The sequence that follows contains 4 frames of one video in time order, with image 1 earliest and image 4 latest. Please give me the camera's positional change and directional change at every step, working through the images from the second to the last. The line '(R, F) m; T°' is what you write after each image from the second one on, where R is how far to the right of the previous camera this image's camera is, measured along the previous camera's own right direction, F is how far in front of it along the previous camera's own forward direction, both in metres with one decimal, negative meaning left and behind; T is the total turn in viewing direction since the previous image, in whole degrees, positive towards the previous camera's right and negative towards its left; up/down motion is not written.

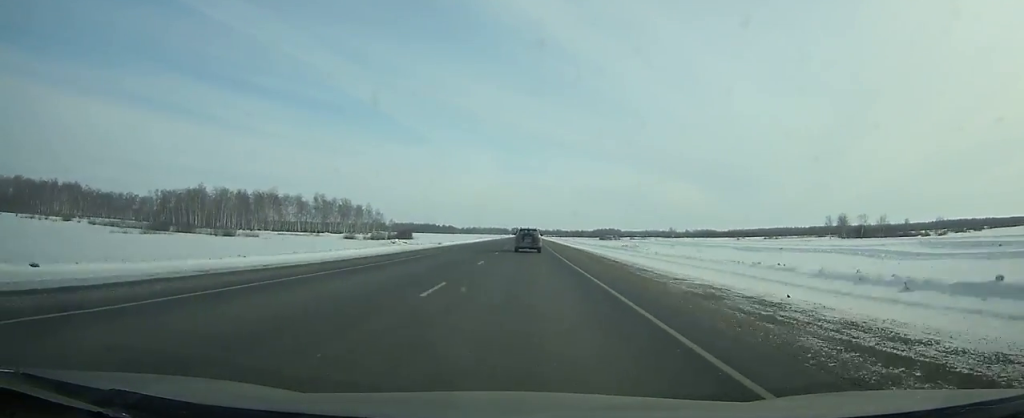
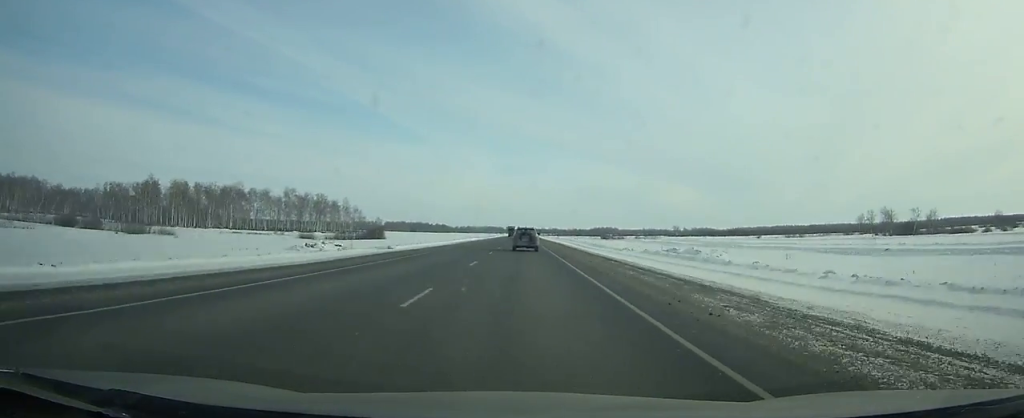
(+0.1, +37.5) m; 0°
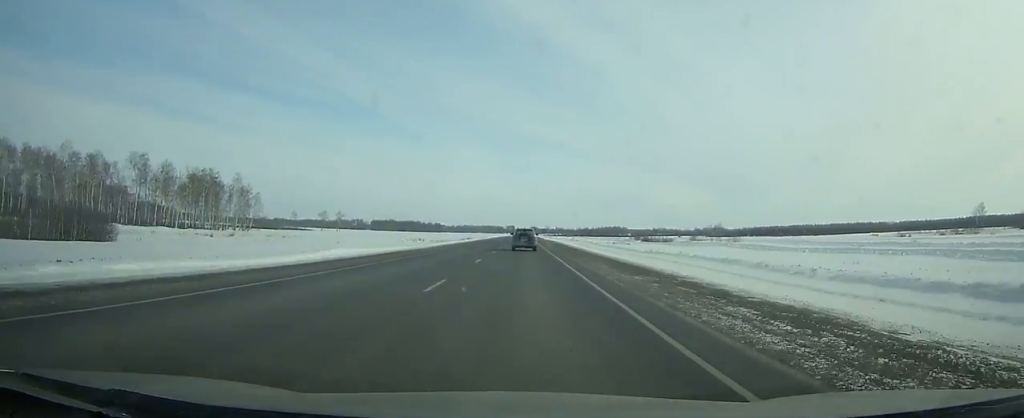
(0.0, +129.0) m; 0°
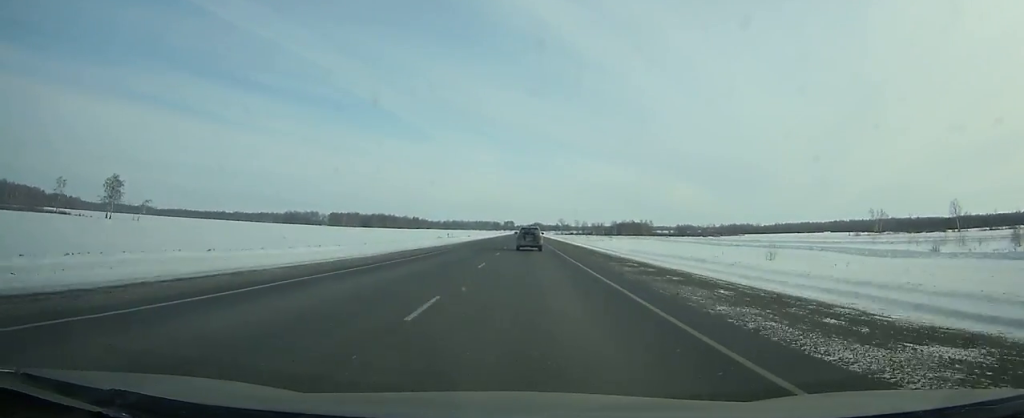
(+0.3, +266.3) m; 0°
